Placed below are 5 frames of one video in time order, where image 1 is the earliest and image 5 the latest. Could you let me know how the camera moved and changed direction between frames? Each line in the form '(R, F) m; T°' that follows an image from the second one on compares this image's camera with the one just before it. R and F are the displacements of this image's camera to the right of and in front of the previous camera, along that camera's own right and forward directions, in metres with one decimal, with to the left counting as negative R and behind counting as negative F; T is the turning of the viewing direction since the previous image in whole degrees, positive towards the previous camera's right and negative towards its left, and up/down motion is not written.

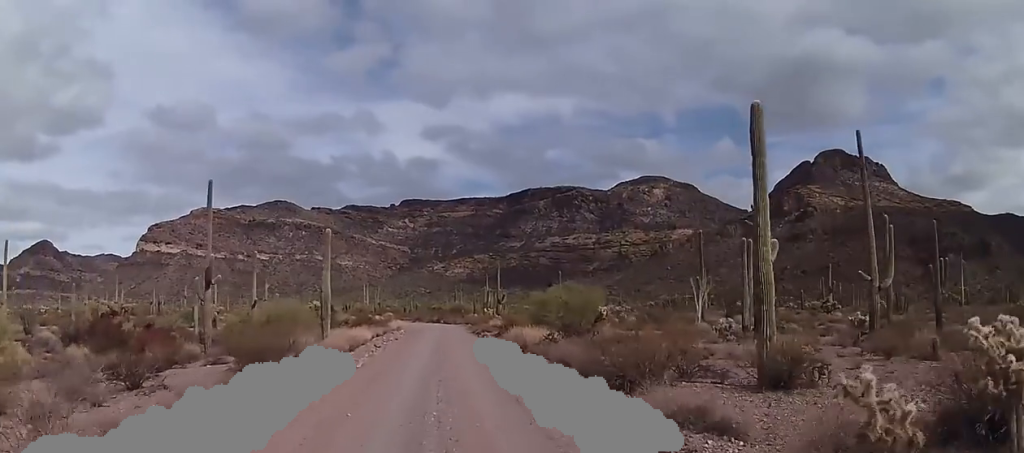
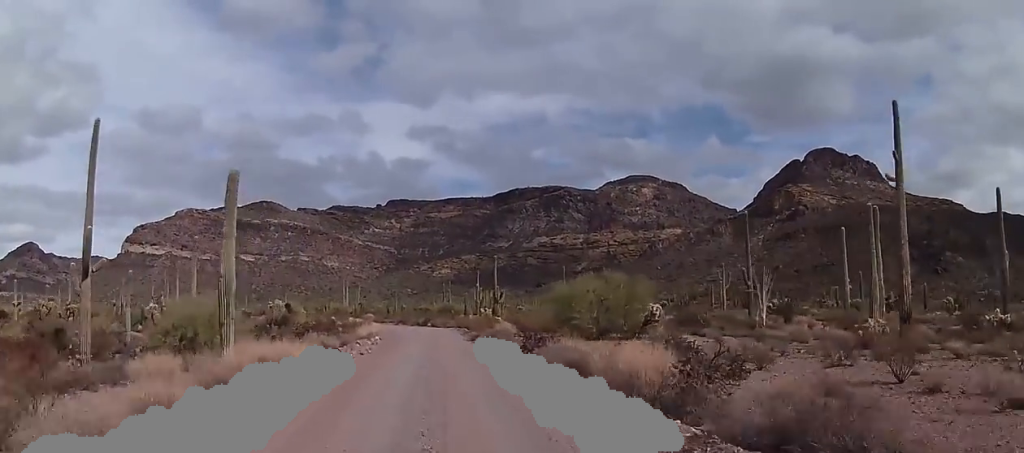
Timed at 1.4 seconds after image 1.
(-0.2, +13.0) m; 0°
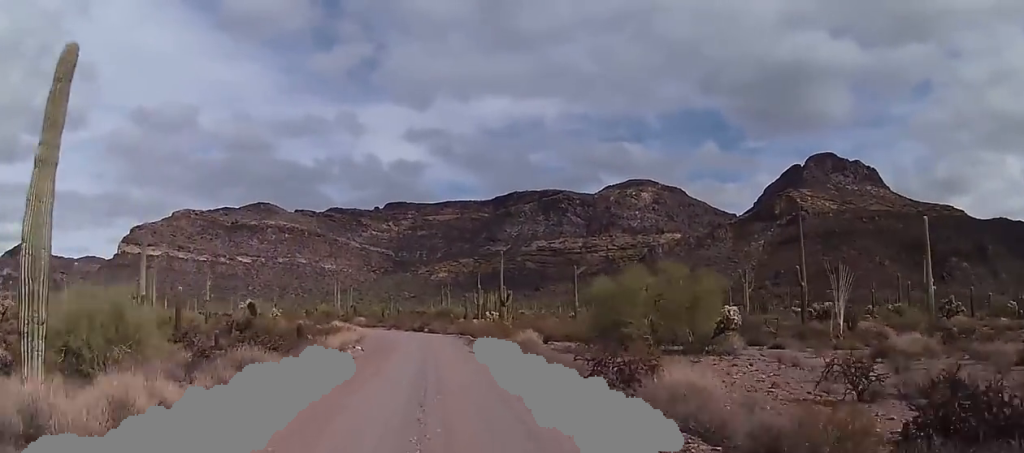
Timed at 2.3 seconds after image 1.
(+0.2, +8.6) m; +1°
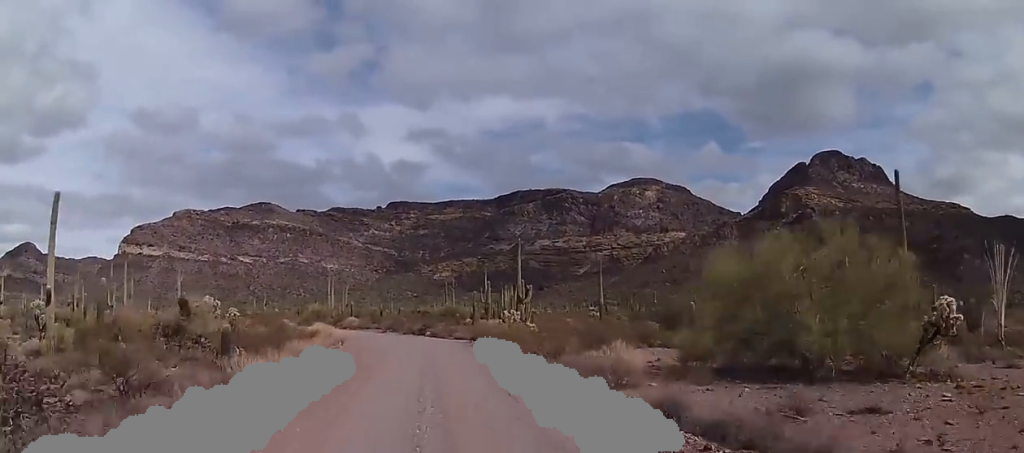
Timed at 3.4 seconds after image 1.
(-0.1, +10.9) m; -3°
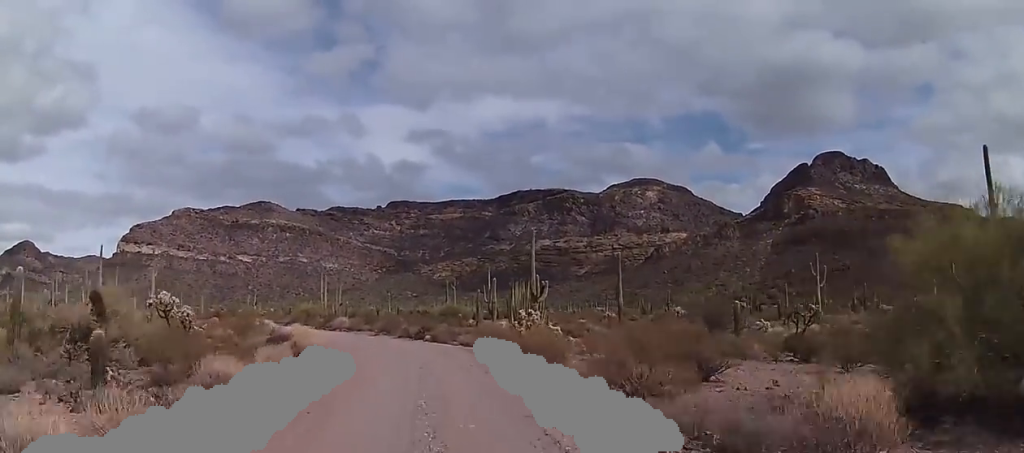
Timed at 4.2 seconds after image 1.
(-0.4, +7.4) m; 0°
